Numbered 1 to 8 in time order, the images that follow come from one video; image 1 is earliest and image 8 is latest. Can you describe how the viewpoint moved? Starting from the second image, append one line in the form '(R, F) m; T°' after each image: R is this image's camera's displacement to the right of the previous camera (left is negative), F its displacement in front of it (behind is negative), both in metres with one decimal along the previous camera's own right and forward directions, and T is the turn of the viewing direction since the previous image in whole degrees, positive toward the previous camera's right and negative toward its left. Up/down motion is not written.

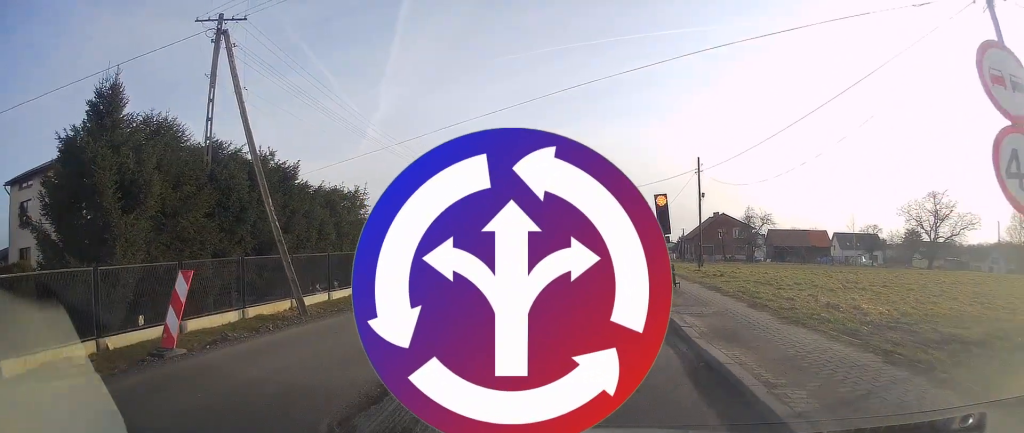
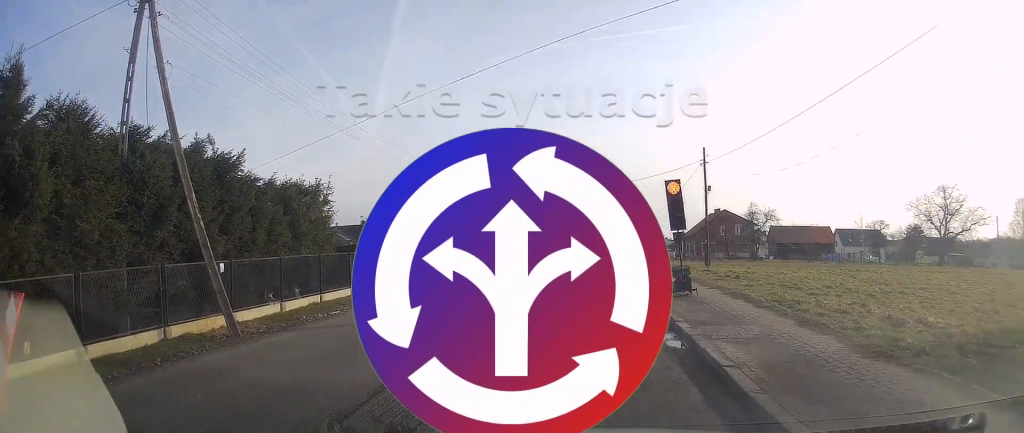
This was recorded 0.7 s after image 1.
(0.0, +2.9) m; +3°
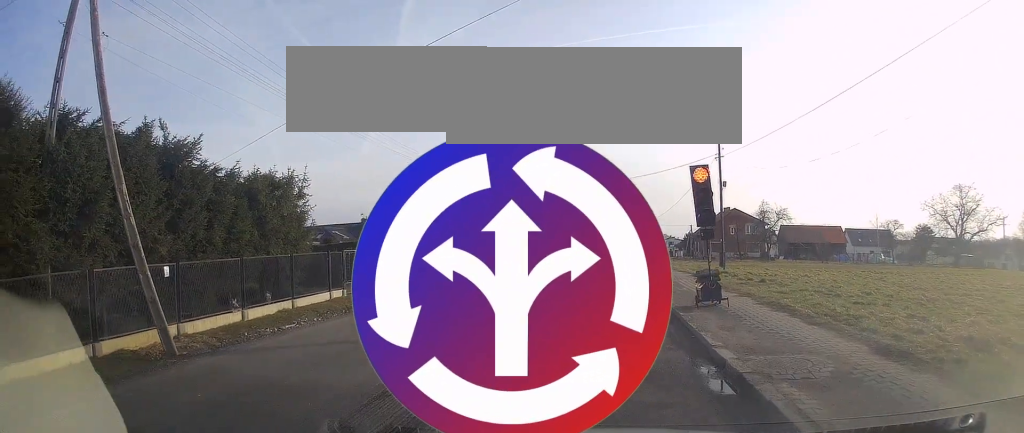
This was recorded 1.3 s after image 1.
(0.0, +2.2) m; +2°
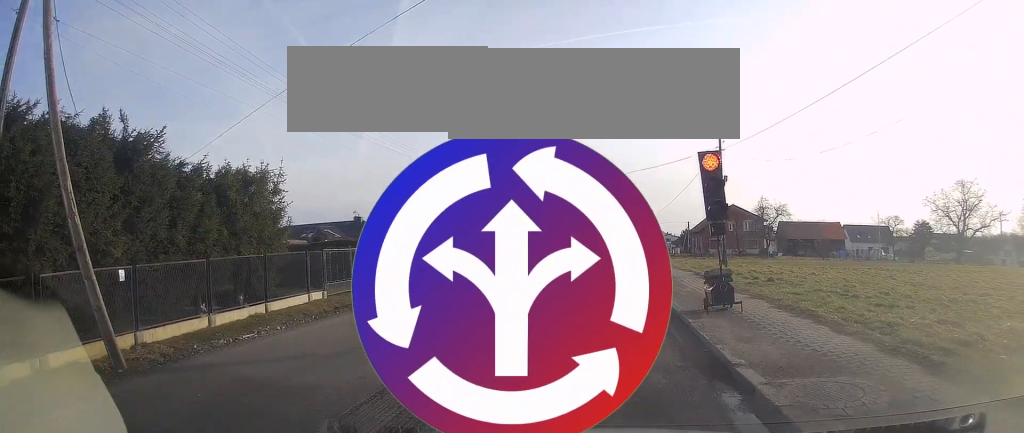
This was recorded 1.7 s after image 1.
(+0.1, +0.9) m; 0°
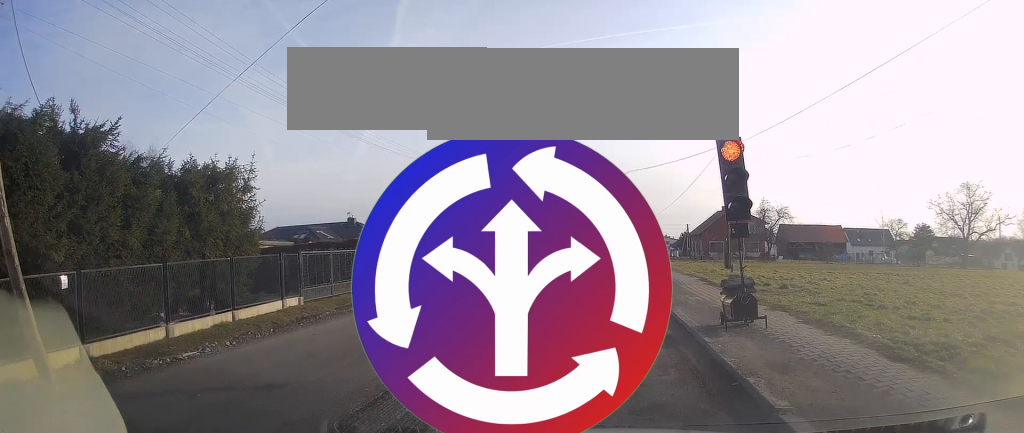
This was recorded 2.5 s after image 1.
(-0.1, +0.9) m; 0°
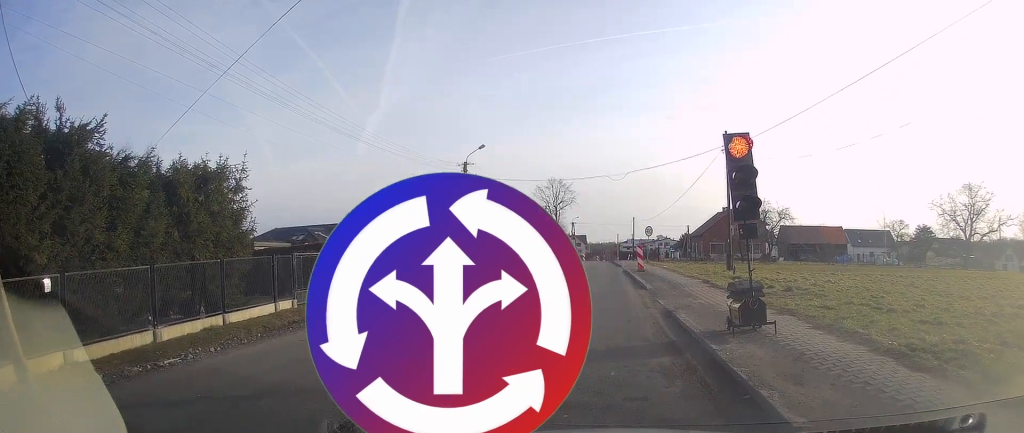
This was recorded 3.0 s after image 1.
(-0.3, +0.1) m; 0°
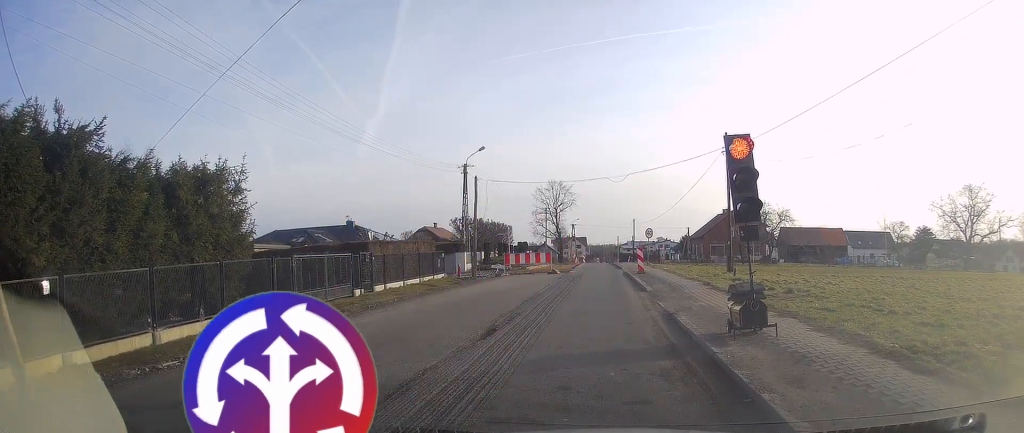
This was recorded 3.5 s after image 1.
(0.0, -0.1) m; 0°
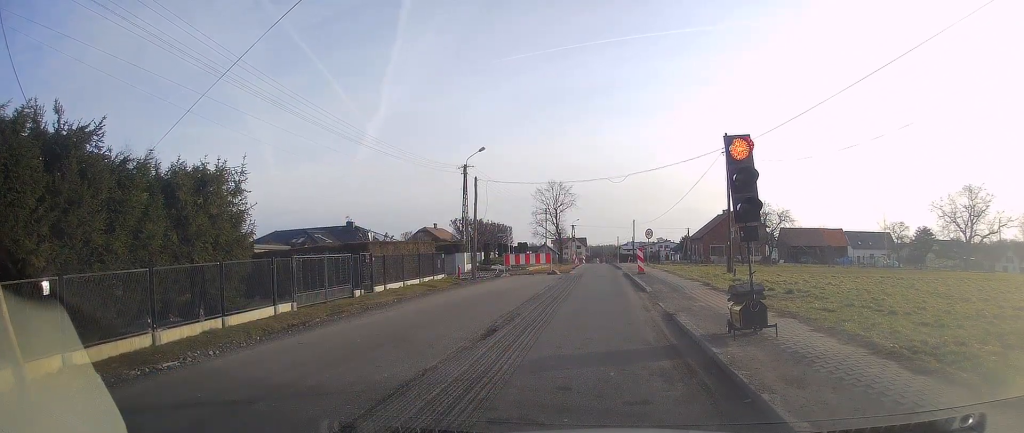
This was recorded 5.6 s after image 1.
(0.0, 0.0) m; 0°
